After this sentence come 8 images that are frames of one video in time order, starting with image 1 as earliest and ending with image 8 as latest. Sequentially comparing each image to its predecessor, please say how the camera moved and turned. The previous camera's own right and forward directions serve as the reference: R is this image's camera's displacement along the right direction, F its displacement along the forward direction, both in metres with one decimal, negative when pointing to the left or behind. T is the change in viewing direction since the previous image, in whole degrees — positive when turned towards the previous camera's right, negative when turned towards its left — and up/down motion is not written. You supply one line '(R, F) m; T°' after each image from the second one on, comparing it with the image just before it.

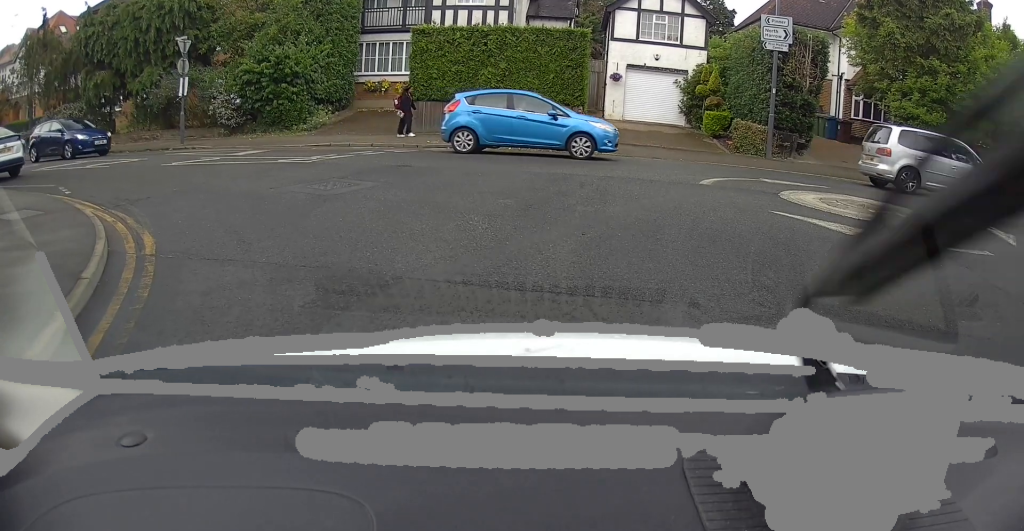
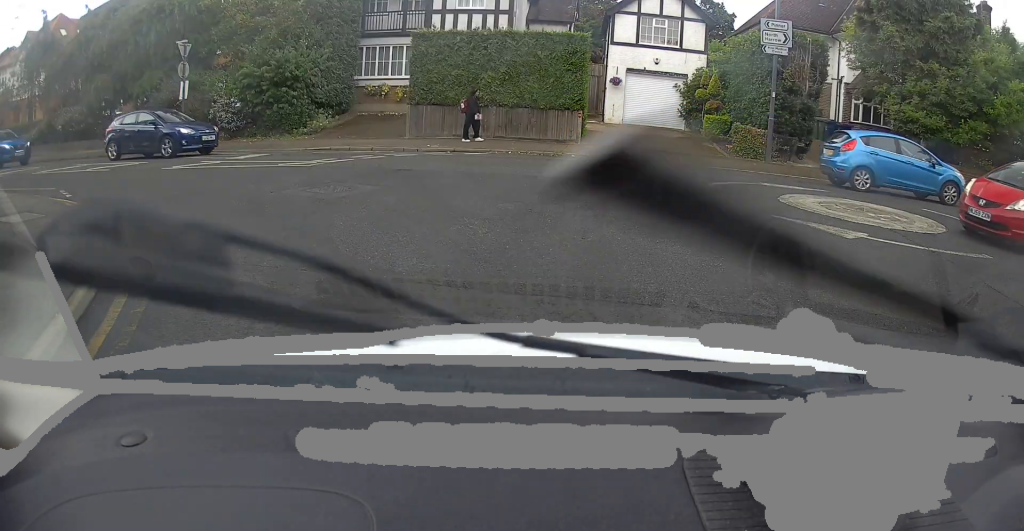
(-0.1, +0.3) m; 0°
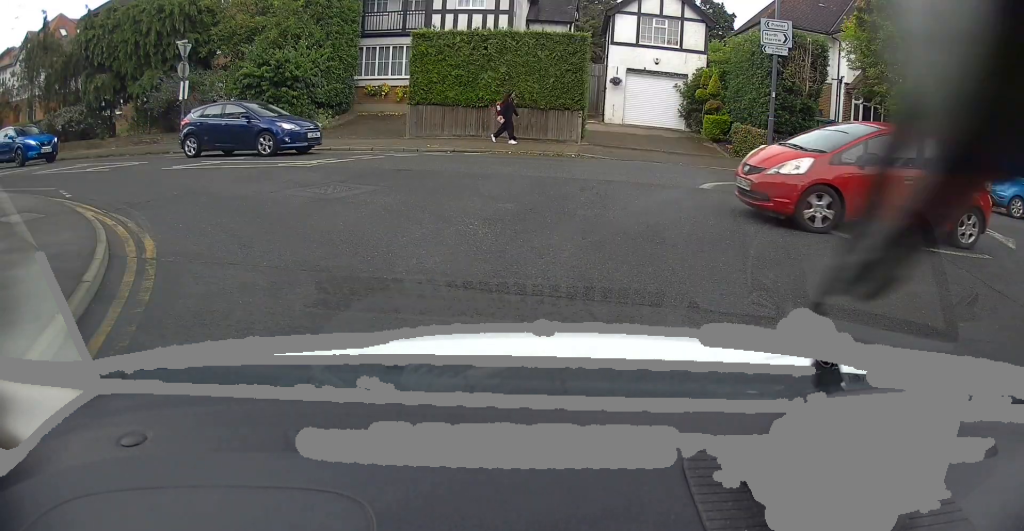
(0.0, 0.0) m; 0°
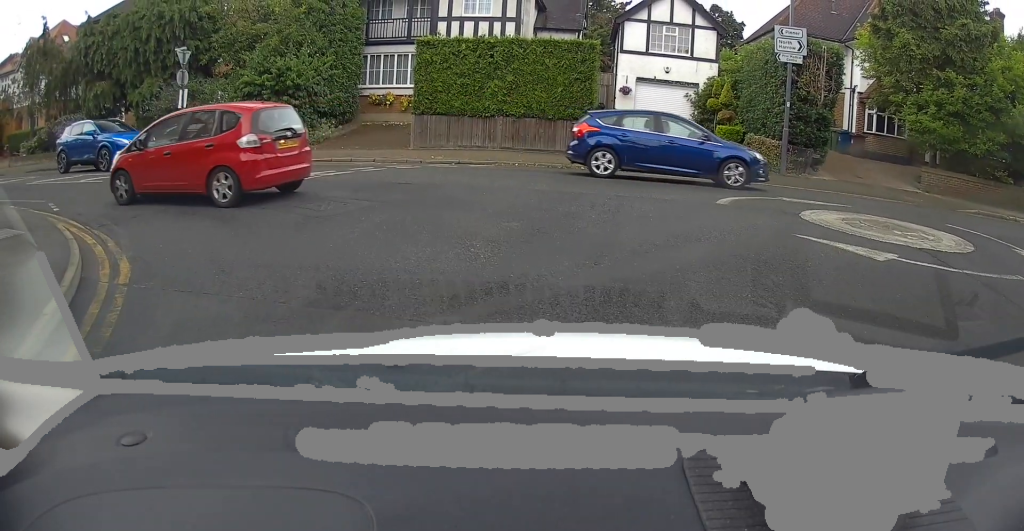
(+0.2, +0.4) m; 0°
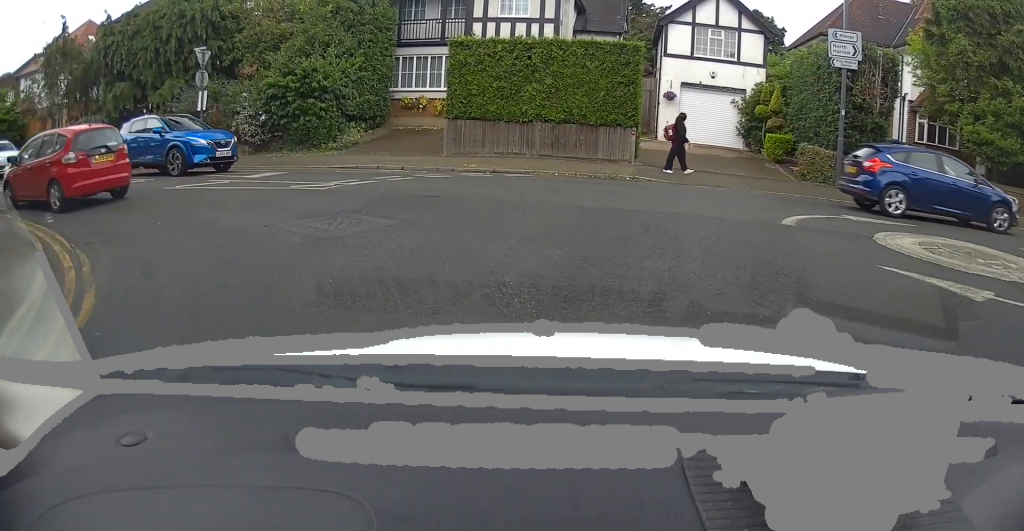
(0.0, +1.1) m; -10°
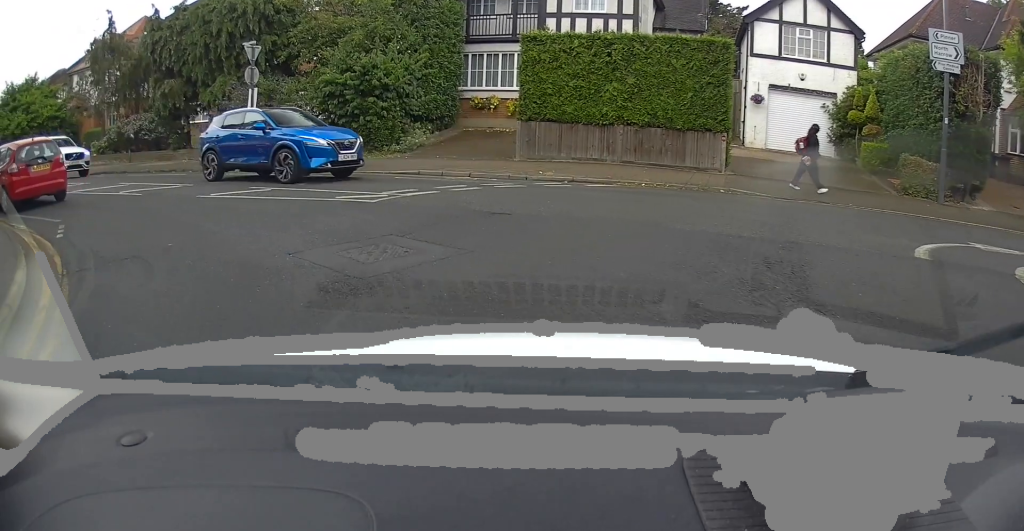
(-0.1, +1.3) m; -10°
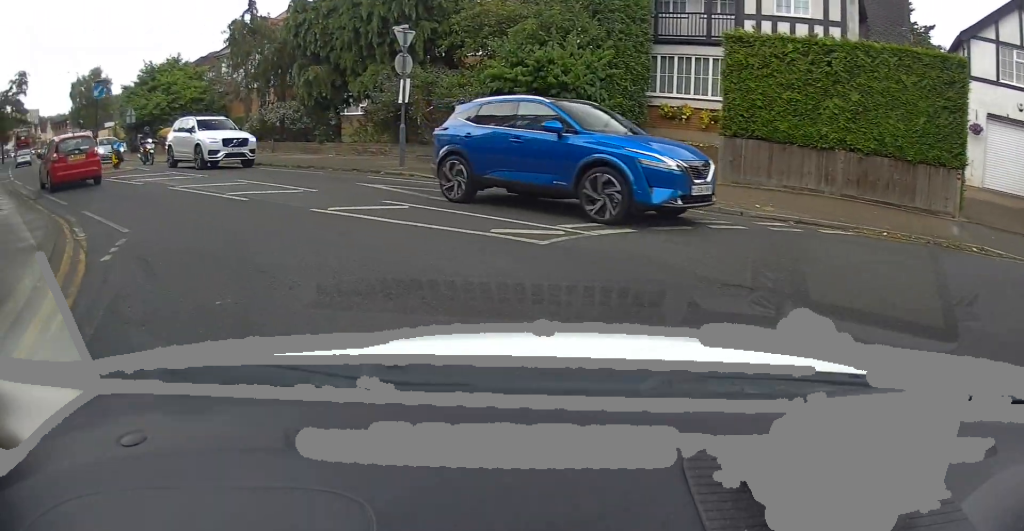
(-0.2, +2.7) m; -16°
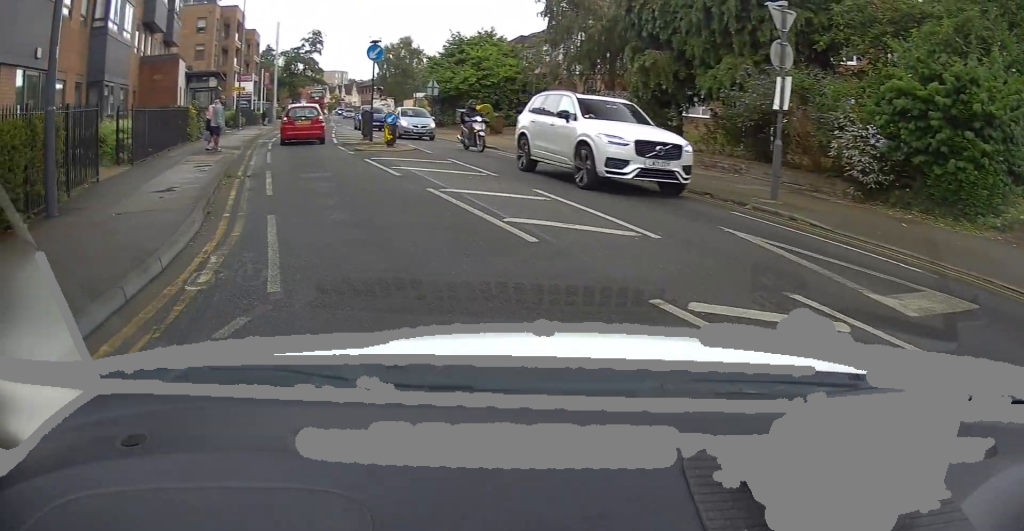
(-1.2, +5.1) m; -20°
